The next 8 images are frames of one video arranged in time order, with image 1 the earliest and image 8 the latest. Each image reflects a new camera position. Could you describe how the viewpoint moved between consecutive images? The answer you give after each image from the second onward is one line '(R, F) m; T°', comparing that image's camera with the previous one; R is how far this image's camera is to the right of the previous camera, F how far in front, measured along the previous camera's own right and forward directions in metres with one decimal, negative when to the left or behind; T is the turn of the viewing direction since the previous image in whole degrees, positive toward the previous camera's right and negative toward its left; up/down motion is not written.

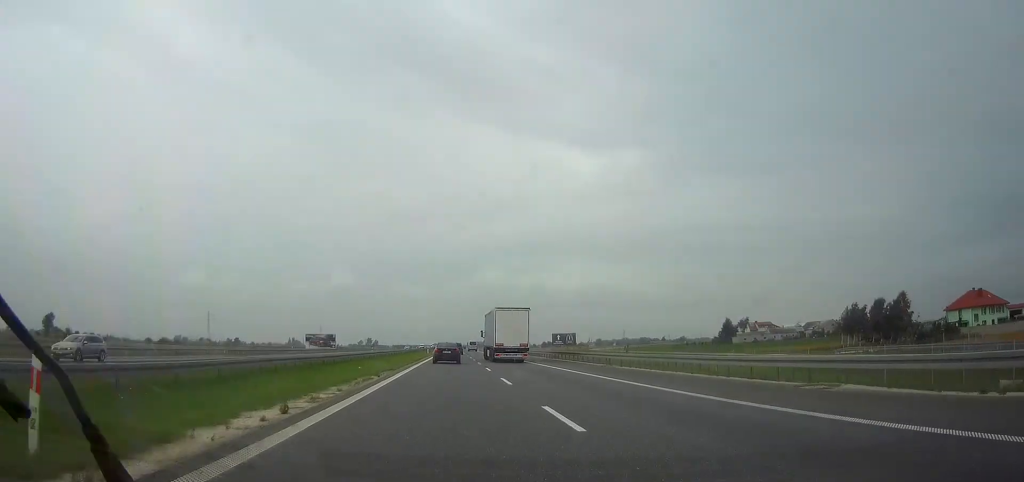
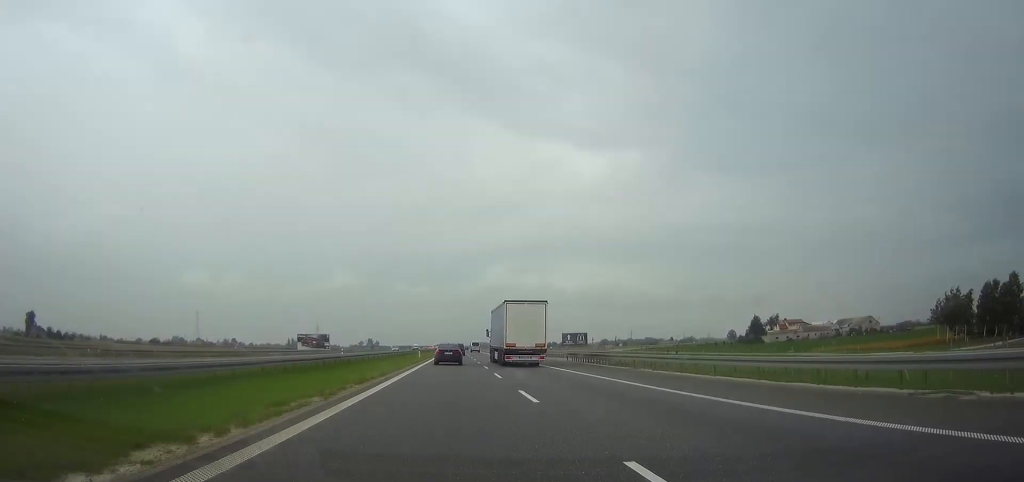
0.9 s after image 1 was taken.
(0.0, +29.8) m; 0°
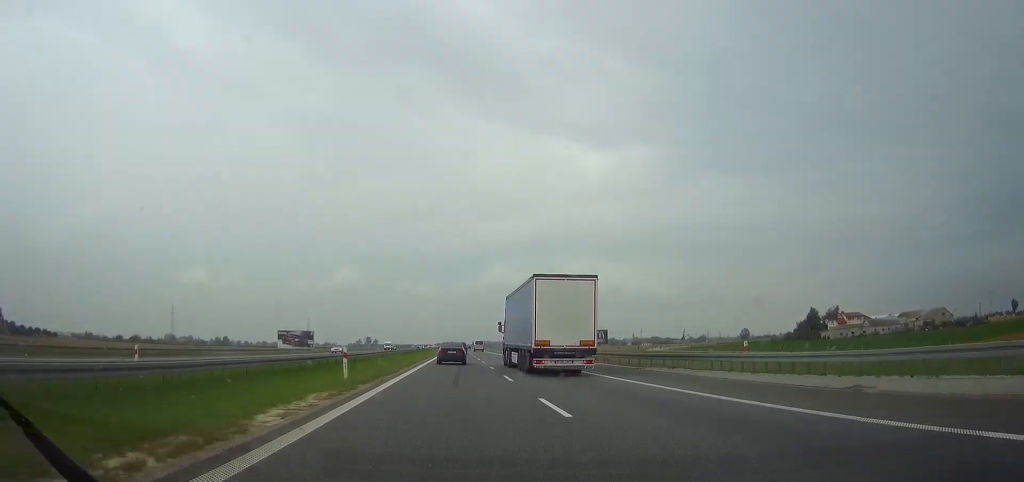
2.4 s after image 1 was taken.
(0.0, +50.2) m; 0°
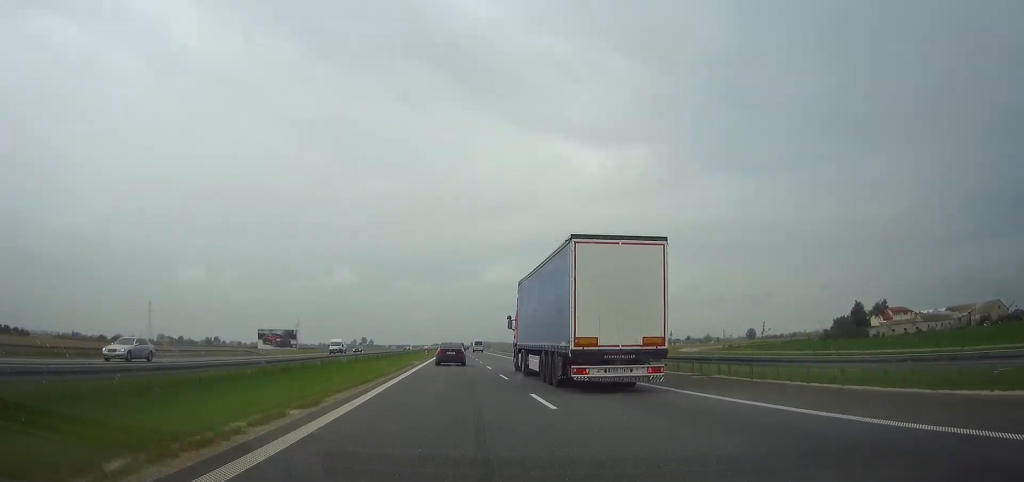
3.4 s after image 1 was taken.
(0.0, +33.7) m; 0°
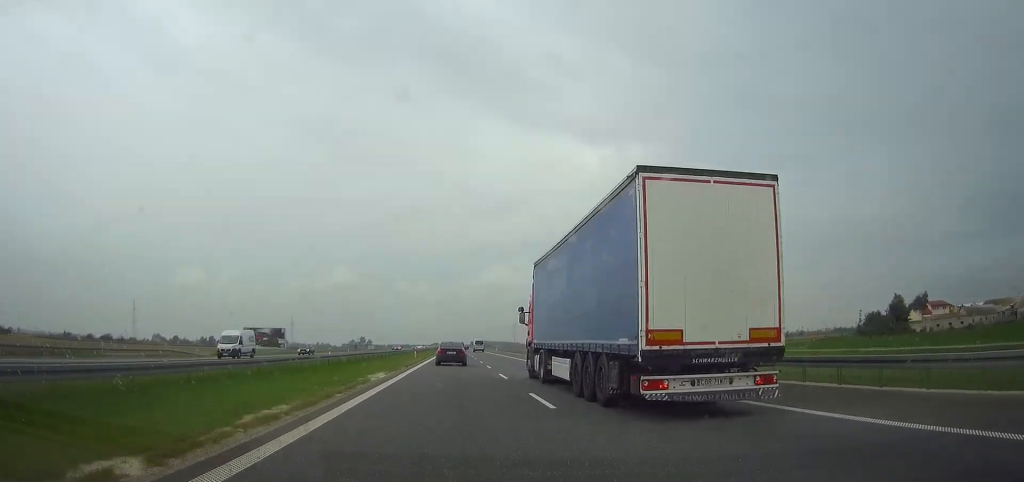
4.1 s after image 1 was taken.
(0.0, +23.7) m; 0°
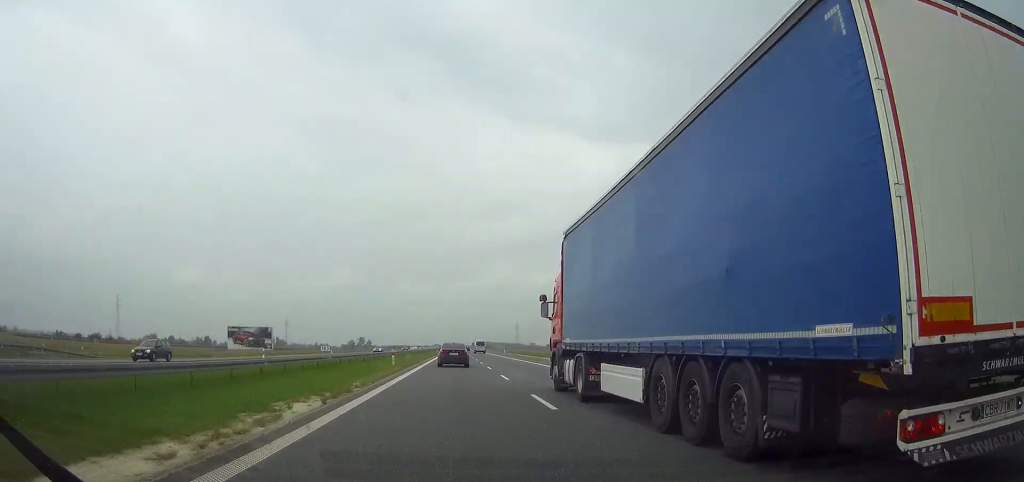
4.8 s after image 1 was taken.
(0.0, +23.8) m; 0°
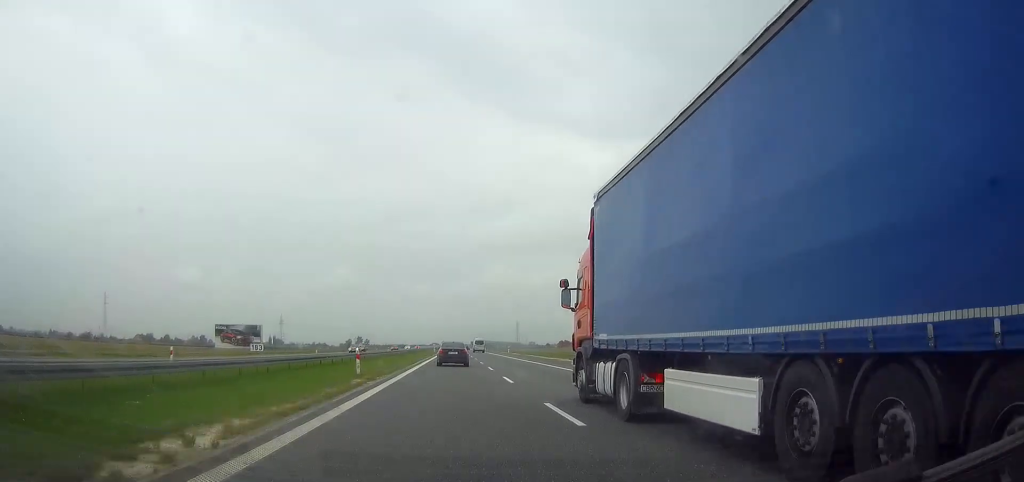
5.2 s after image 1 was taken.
(0.0, +14.8) m; 0°
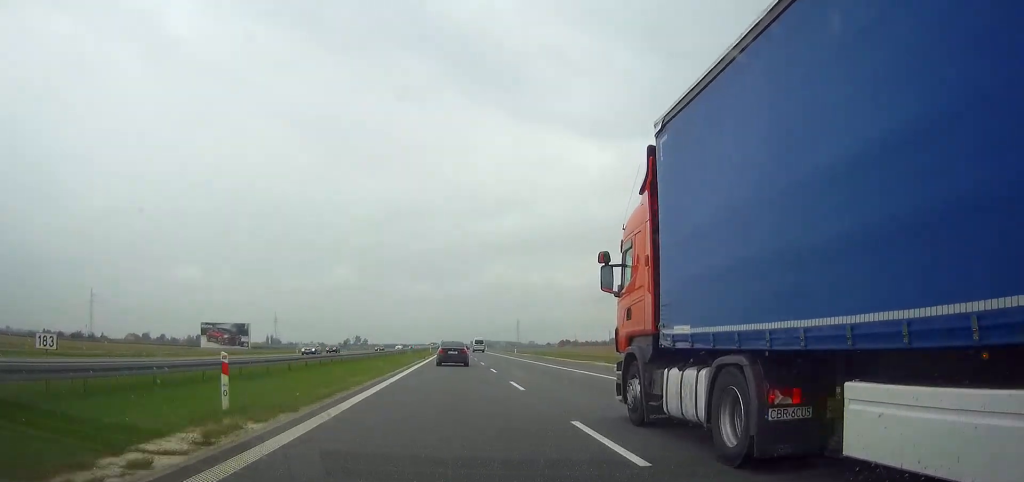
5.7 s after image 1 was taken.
(0.0, +15.9) m; 0°
